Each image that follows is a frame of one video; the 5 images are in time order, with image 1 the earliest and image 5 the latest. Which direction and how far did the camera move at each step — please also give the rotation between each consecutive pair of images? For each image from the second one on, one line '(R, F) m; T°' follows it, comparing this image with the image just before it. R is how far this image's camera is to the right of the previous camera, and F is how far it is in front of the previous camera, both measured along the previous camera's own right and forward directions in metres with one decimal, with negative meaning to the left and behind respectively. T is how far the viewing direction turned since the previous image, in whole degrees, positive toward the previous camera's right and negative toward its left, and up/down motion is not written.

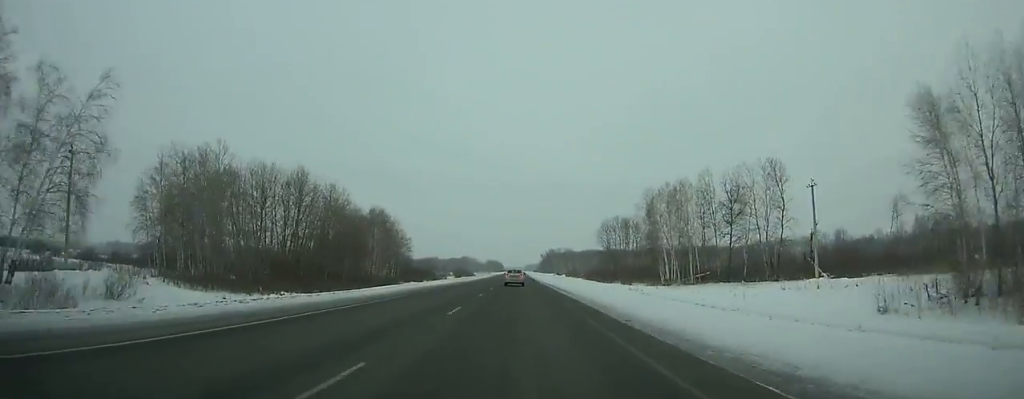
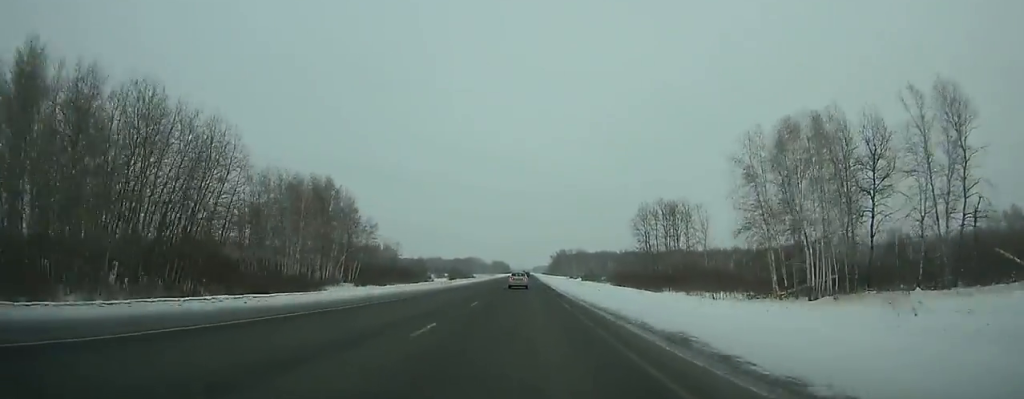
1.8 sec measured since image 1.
(0.0, +41.4) m; 0°
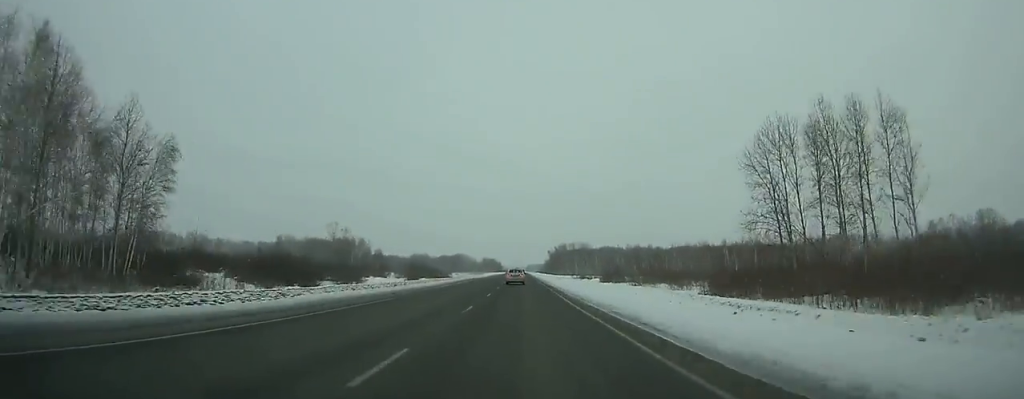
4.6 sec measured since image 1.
(+0.4, +63.8) m; 0°
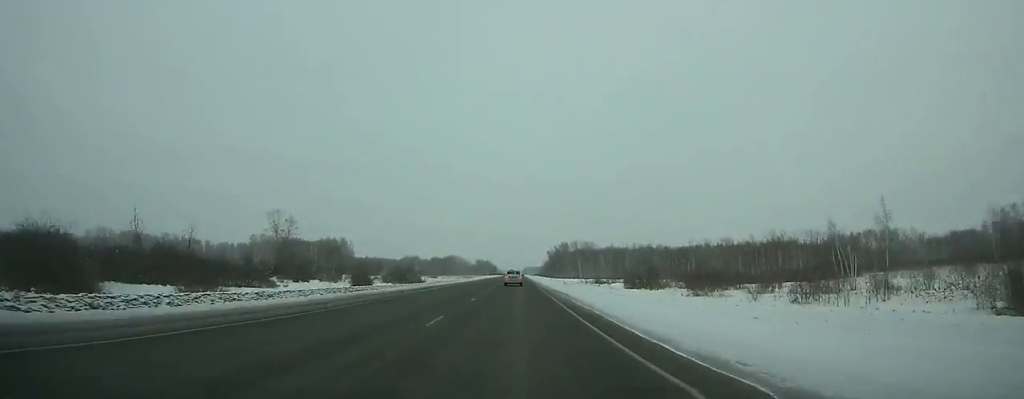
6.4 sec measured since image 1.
(-0.2, +40.9) m; 0°
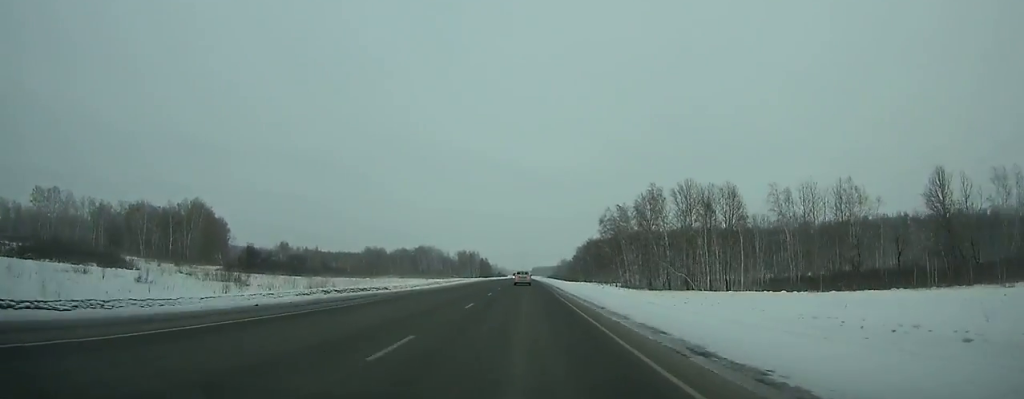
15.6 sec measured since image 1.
(0.0, +211.0) m; 0°
